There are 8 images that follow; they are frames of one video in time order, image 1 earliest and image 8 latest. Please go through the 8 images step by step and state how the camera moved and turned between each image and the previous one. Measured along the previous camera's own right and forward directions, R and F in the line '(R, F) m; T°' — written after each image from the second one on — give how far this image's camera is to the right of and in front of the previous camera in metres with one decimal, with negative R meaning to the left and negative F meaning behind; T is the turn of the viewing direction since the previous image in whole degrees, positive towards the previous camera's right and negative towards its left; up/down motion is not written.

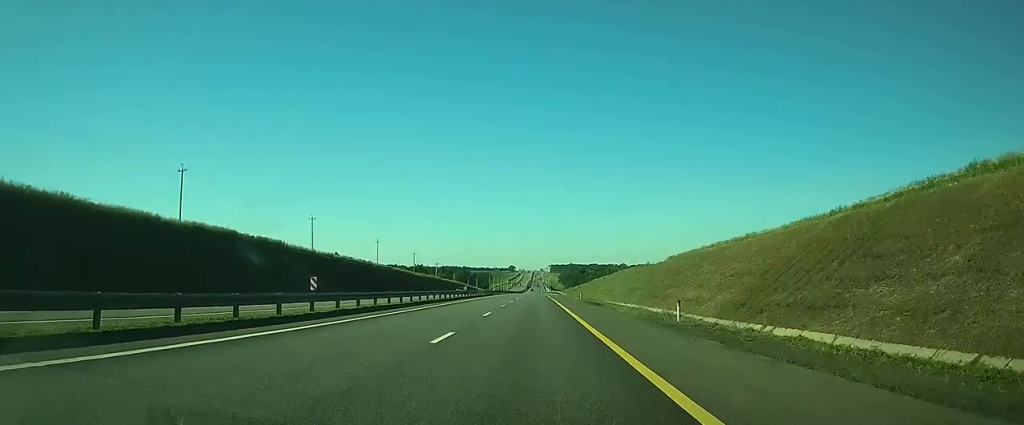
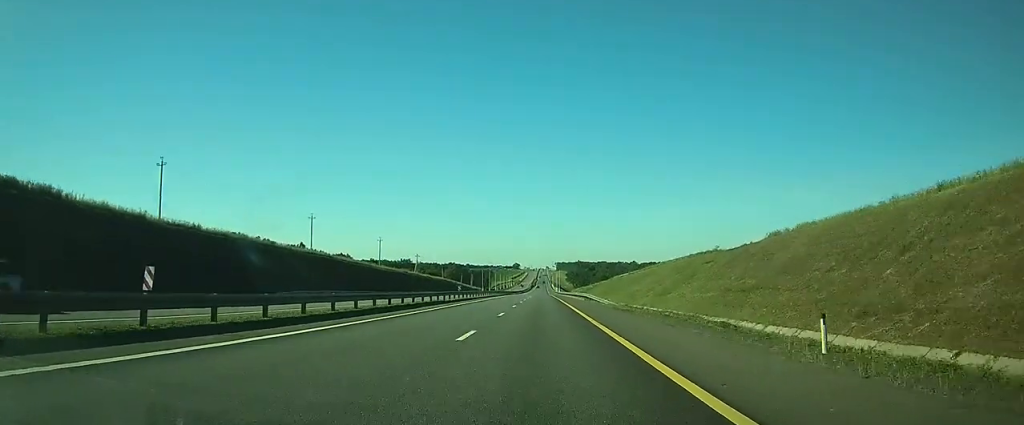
(-0.3, +59.5) m; -1°
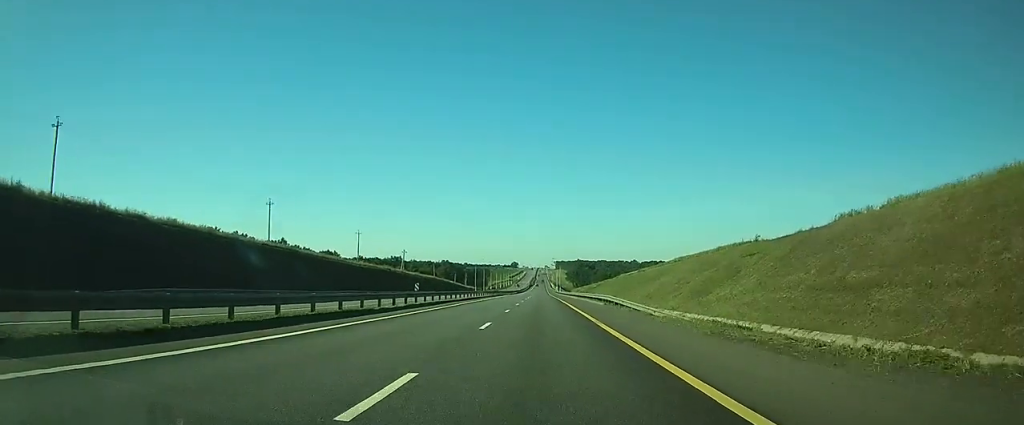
(0.0, +20.4) m; 0°
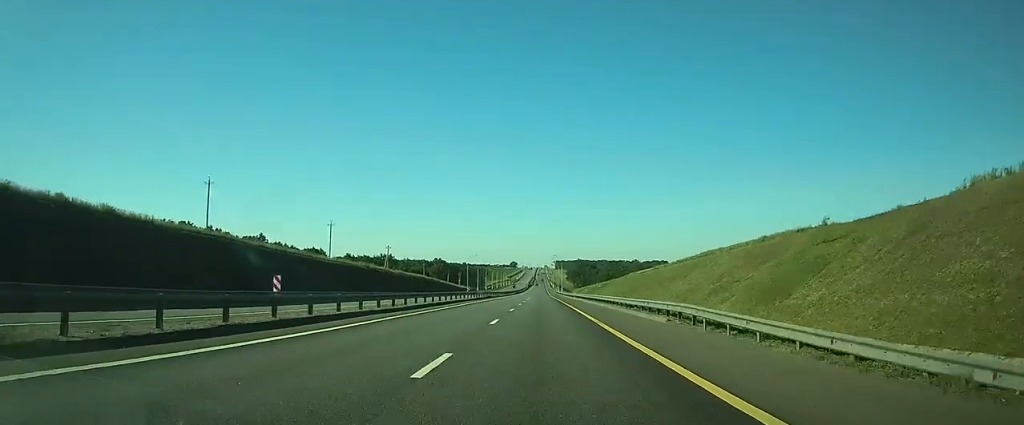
(-0.1, +21.4) m; 0°
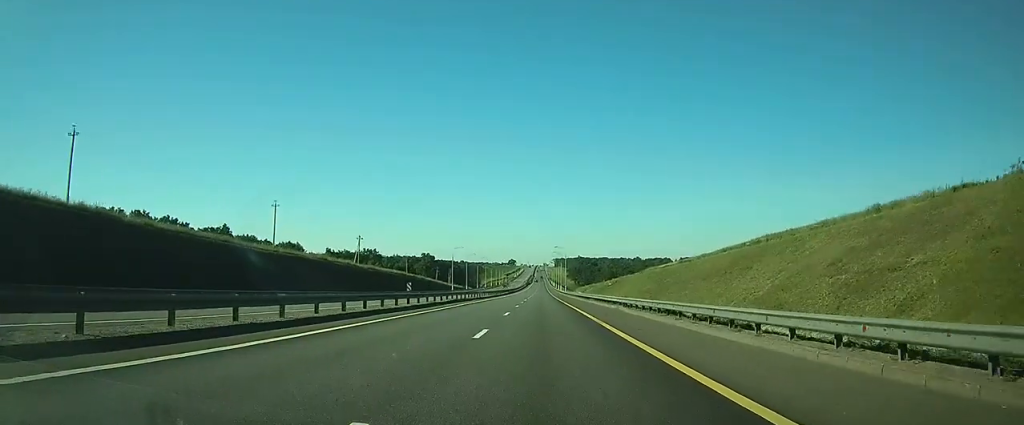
(+0.1, +29.6) m; 0°
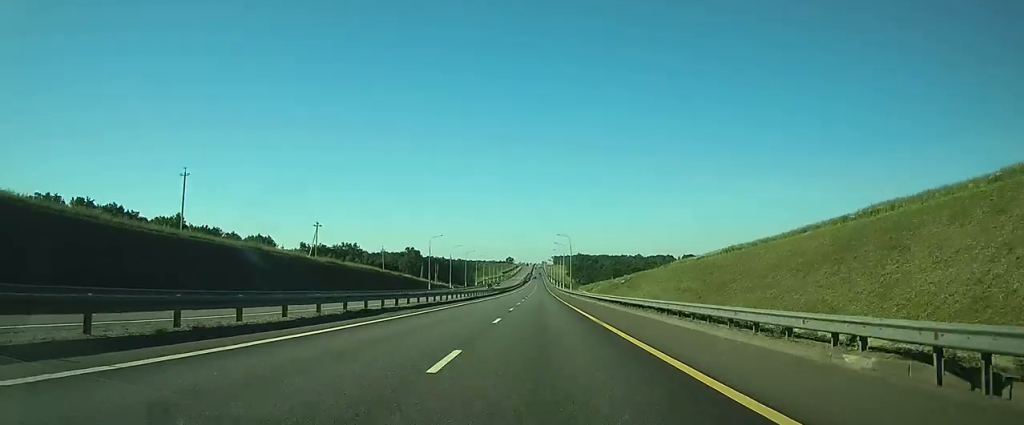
(+0.1, +29.6) m; 0°
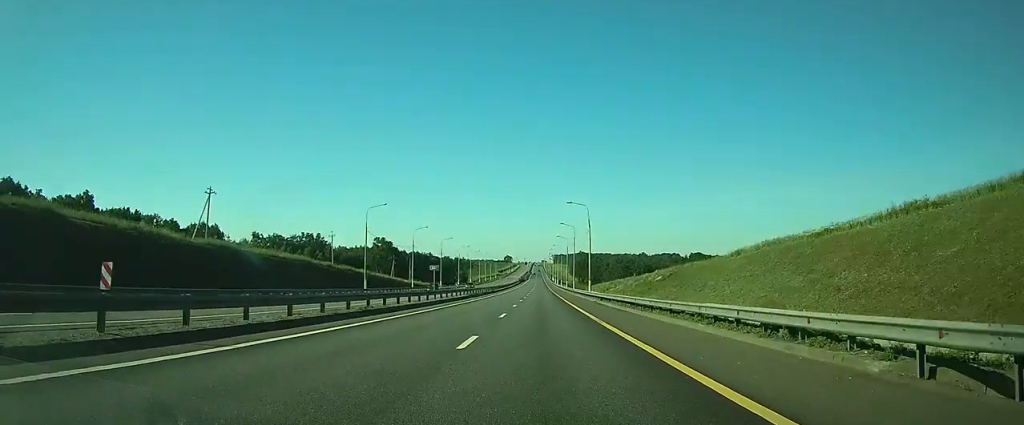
(0.0, +44.2) m; 0°
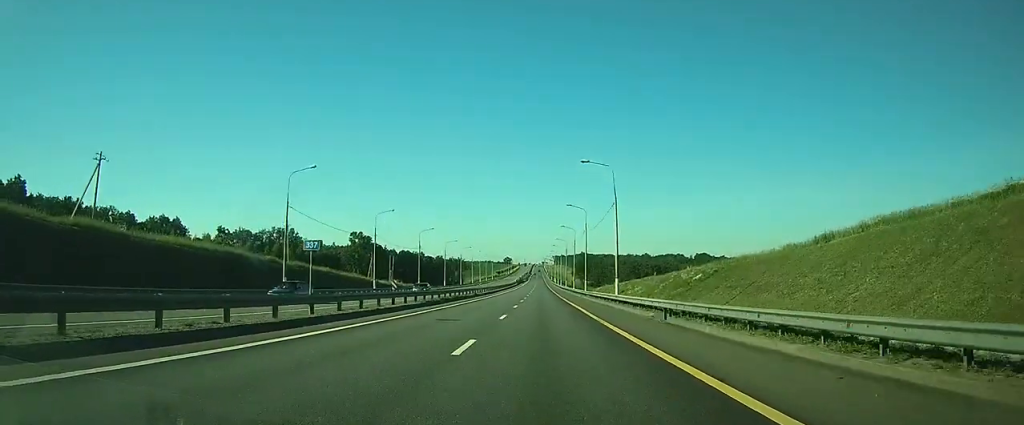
(0.0, +24.8) m; 0°
